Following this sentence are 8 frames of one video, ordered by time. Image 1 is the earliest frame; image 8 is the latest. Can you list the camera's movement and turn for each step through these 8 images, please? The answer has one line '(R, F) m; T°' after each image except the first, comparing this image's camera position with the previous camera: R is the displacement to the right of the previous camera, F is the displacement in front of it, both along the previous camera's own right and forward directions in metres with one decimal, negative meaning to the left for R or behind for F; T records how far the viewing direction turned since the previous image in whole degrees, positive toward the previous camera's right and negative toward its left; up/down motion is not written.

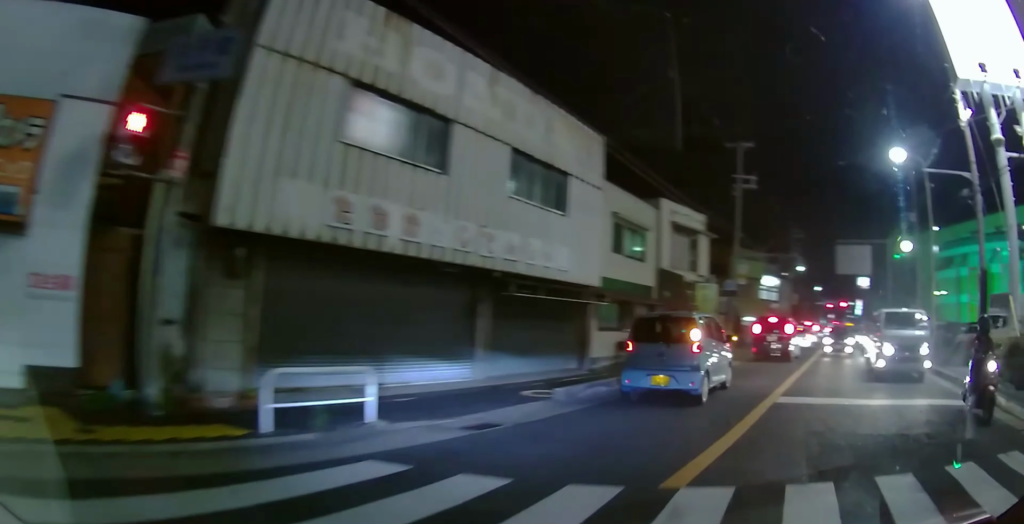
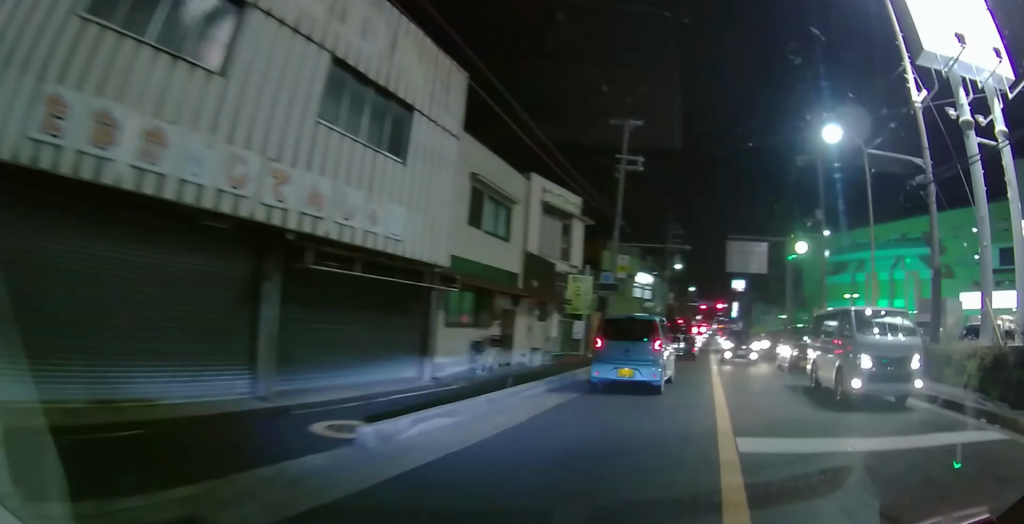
(+0.5, +3.7) m; +16°
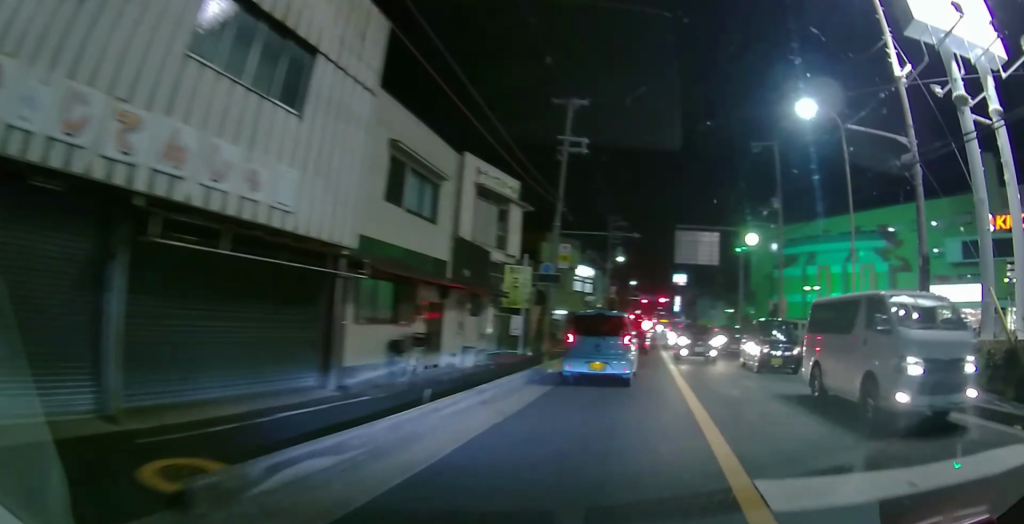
(0.0, +2.0) m; +6°
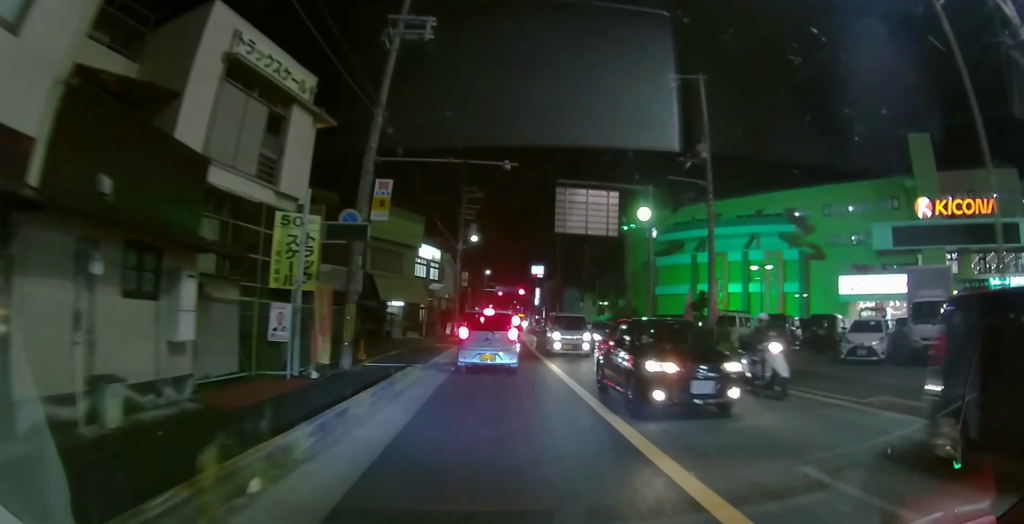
(+3.1, +10.6) m; +23°
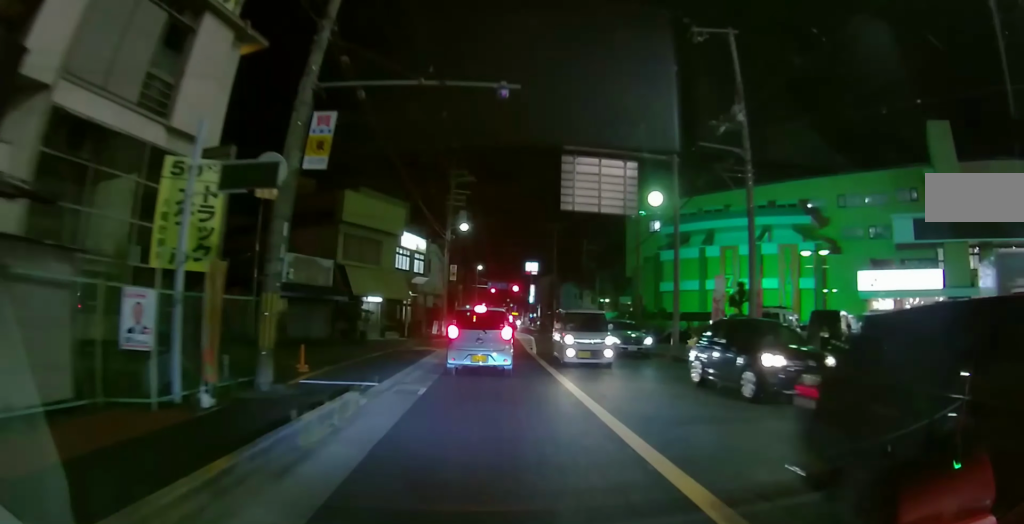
(+0.1, +4.7) m; +1°
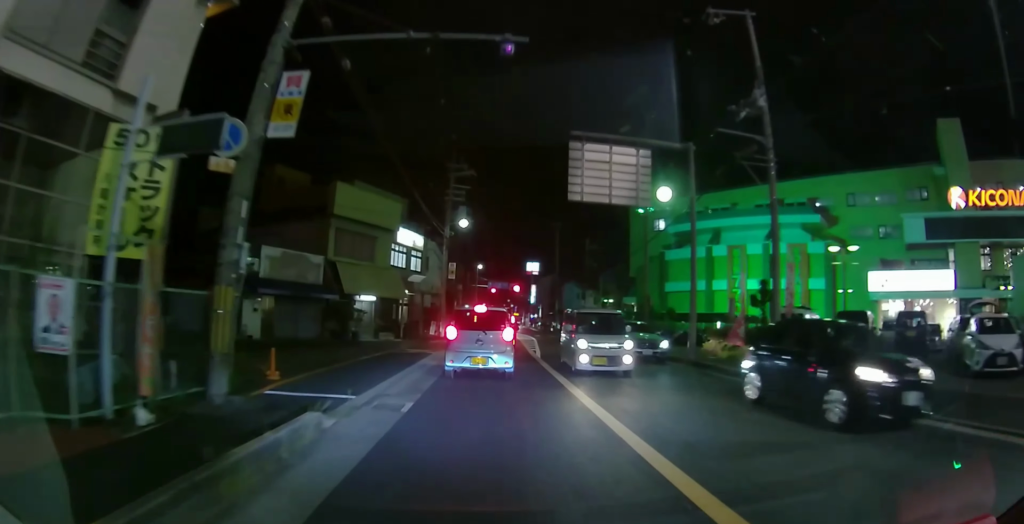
(0.0, +1.8) m; 0°
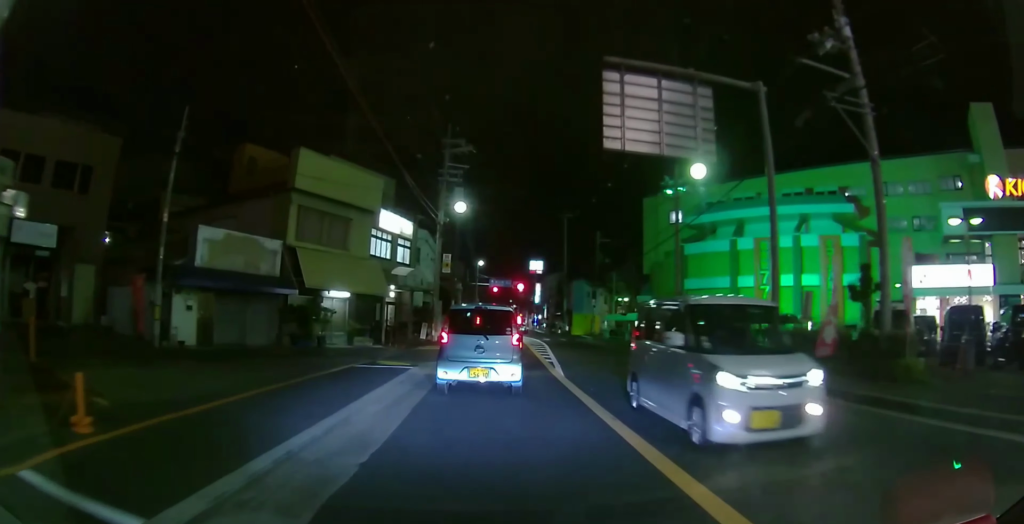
(0.0, +6.5) m; 0°
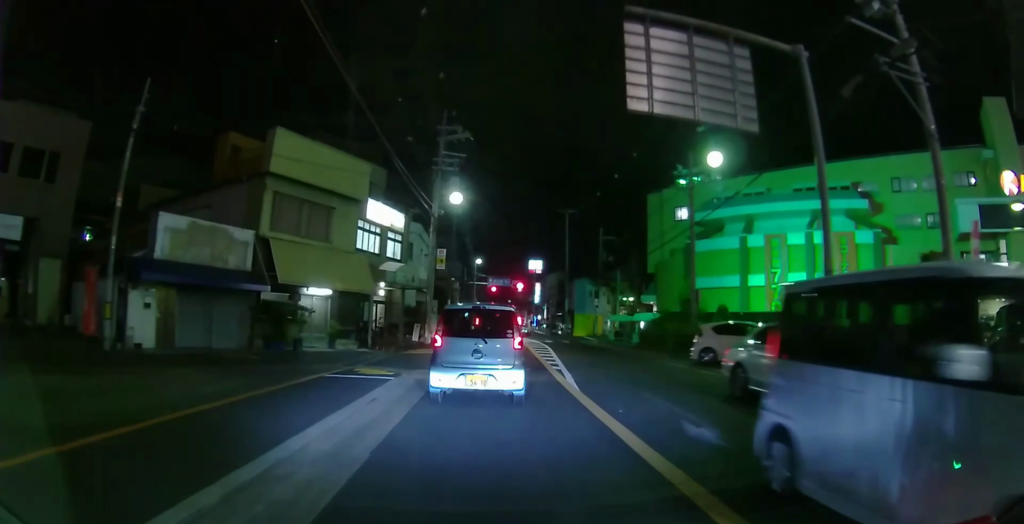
(0.0, +2.9) m; 0°
